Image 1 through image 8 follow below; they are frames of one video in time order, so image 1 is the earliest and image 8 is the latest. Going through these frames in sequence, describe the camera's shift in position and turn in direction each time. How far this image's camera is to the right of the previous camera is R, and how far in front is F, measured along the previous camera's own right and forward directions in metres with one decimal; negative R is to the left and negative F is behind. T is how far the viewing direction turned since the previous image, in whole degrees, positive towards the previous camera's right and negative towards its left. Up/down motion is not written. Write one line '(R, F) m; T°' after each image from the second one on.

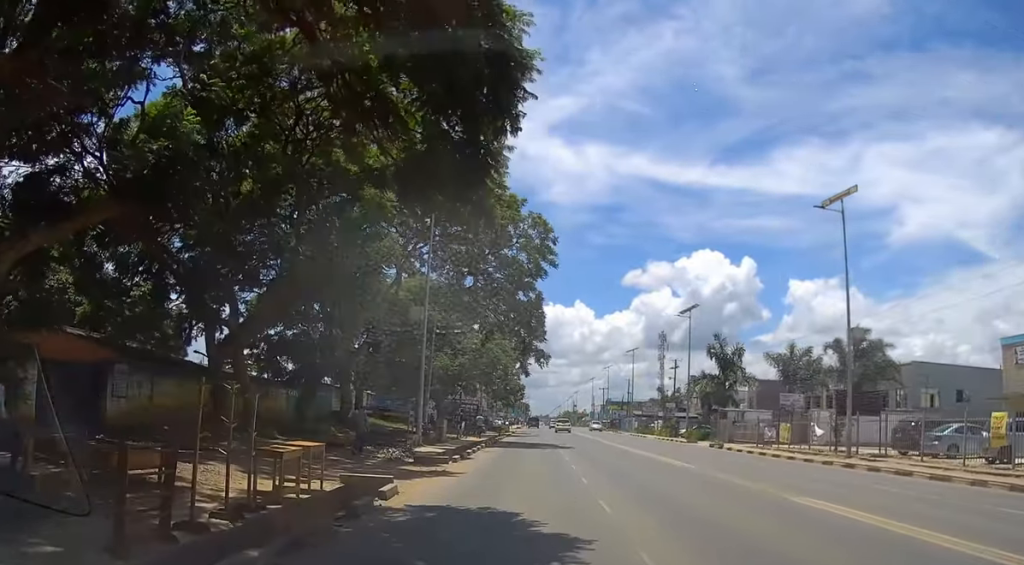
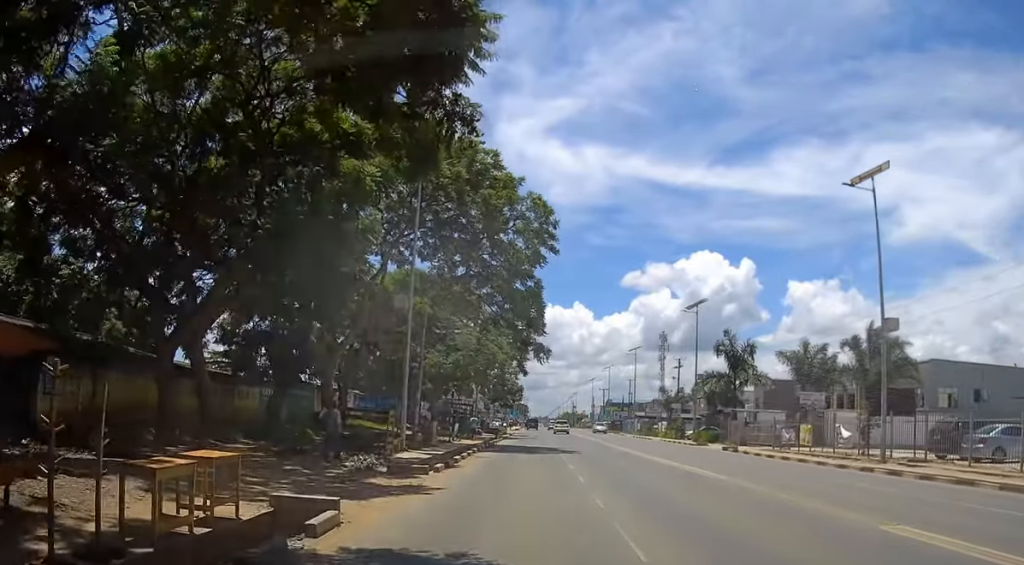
(0.0, +3.6) m; 0°
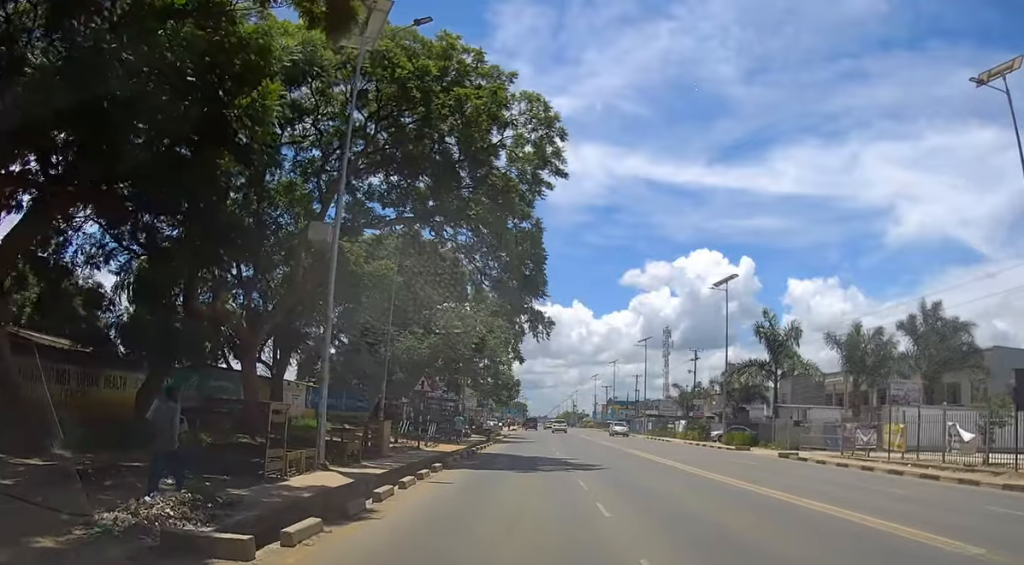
(0.0, +10.5) m; 0°
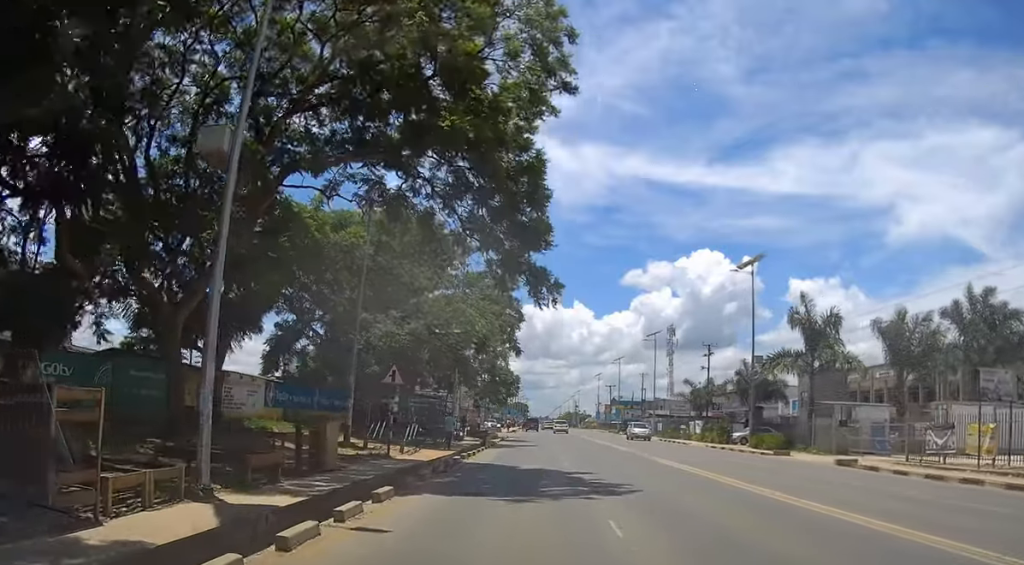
(0.0, +6.4) m; 0°
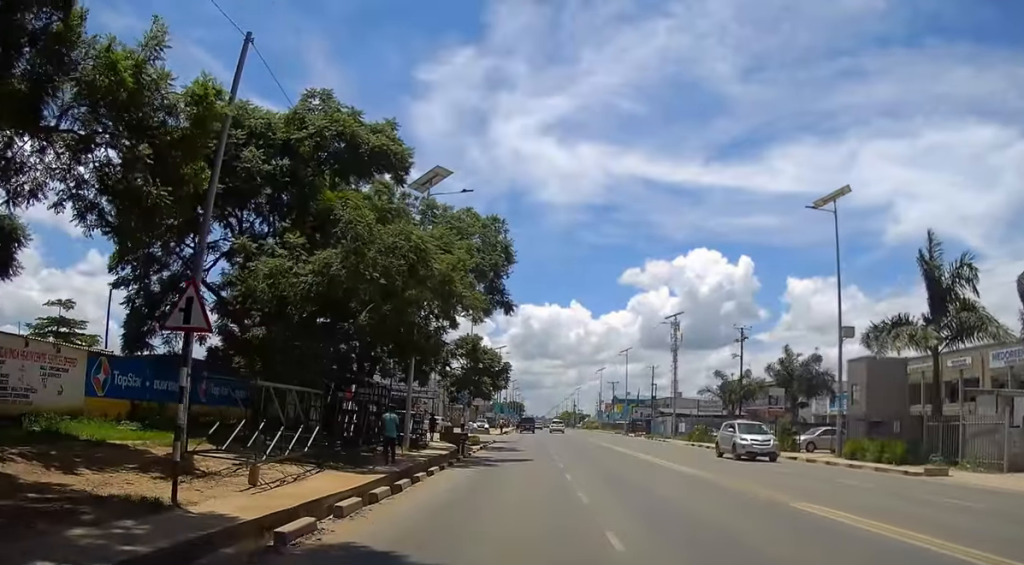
(+0.1, +14.4) m; +1°
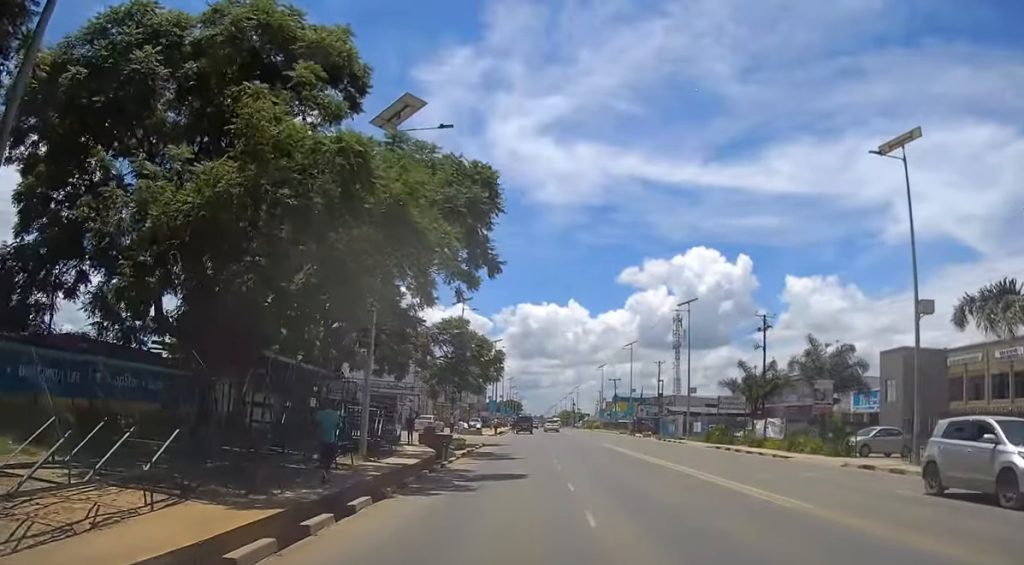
(0.0, +7.4) m; 0°
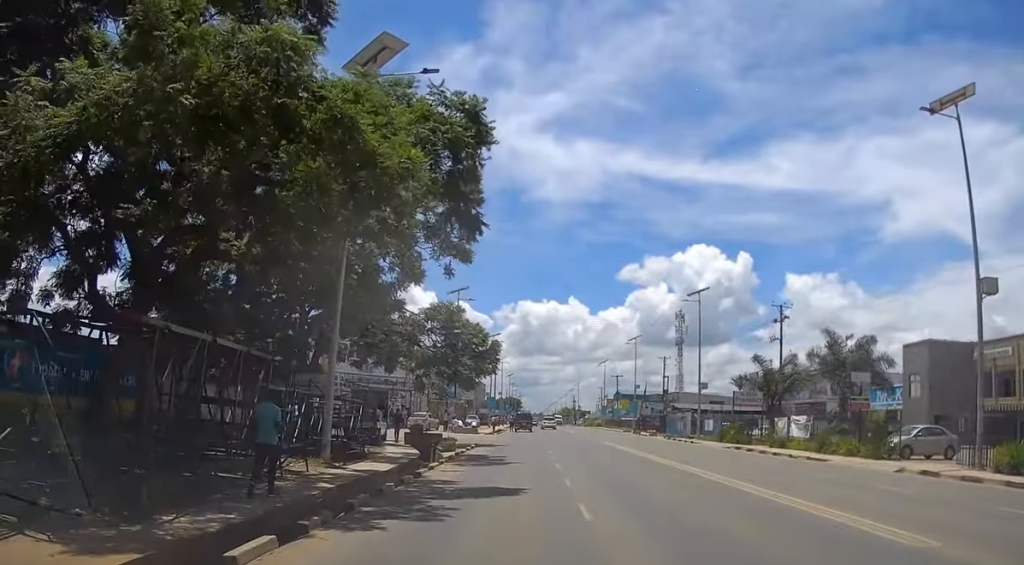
(0.0, +4.2) m; 0°
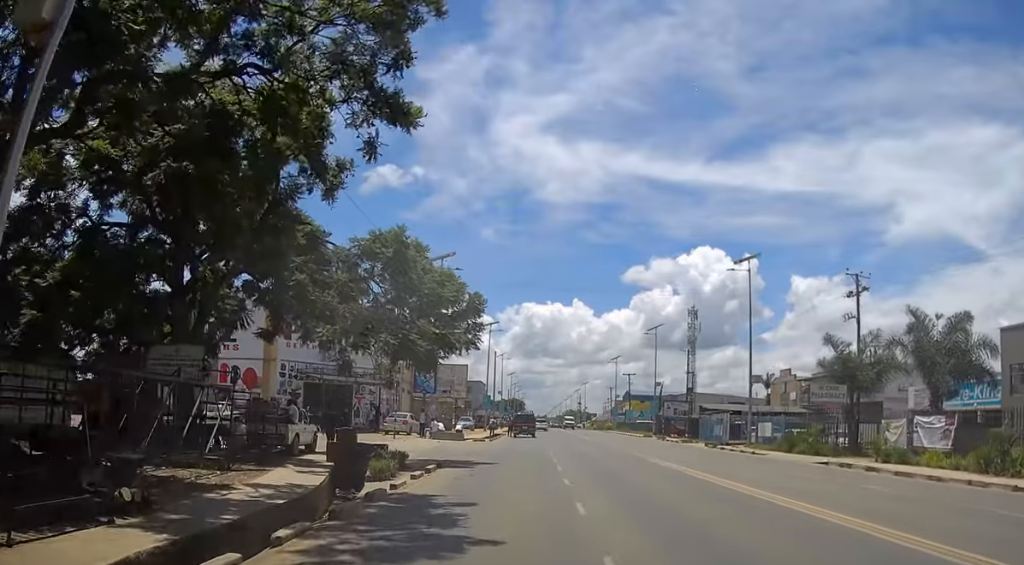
(+0.1, +13.2) m; 0°
